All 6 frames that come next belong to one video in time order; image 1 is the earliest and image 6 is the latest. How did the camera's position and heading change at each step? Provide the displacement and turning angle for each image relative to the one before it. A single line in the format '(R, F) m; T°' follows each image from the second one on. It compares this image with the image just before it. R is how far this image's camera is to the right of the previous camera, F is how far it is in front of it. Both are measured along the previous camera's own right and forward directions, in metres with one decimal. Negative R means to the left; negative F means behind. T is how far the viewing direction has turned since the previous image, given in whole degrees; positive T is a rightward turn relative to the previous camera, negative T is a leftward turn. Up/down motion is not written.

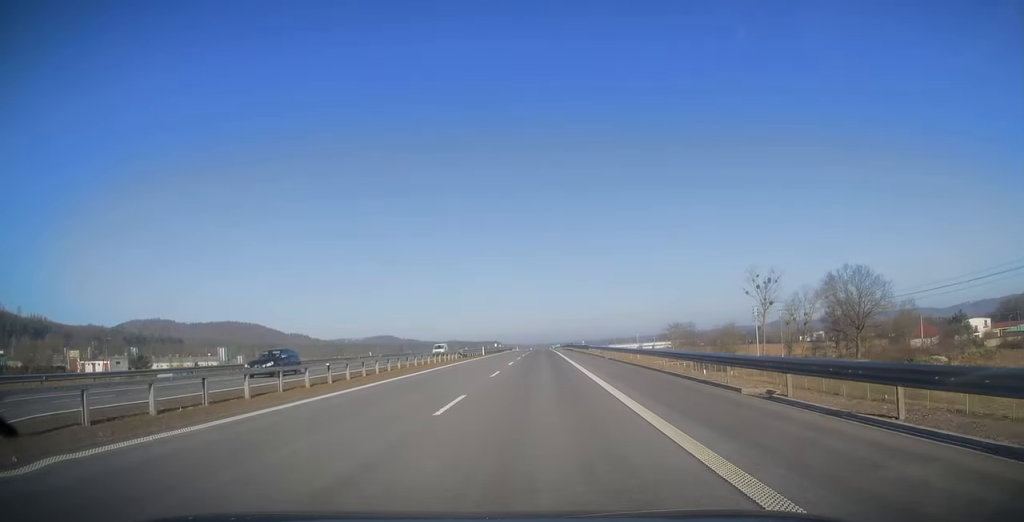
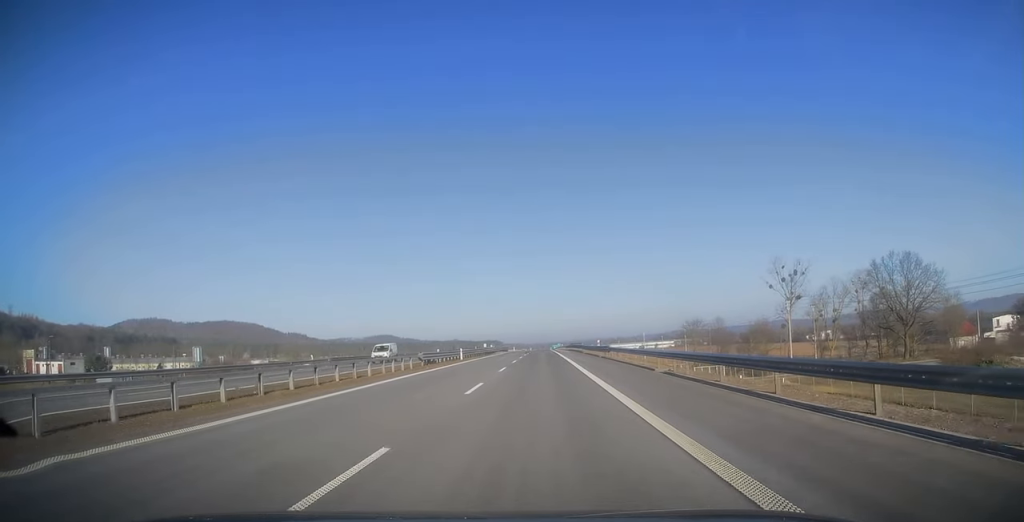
(0.0, +19.3) m; 0°
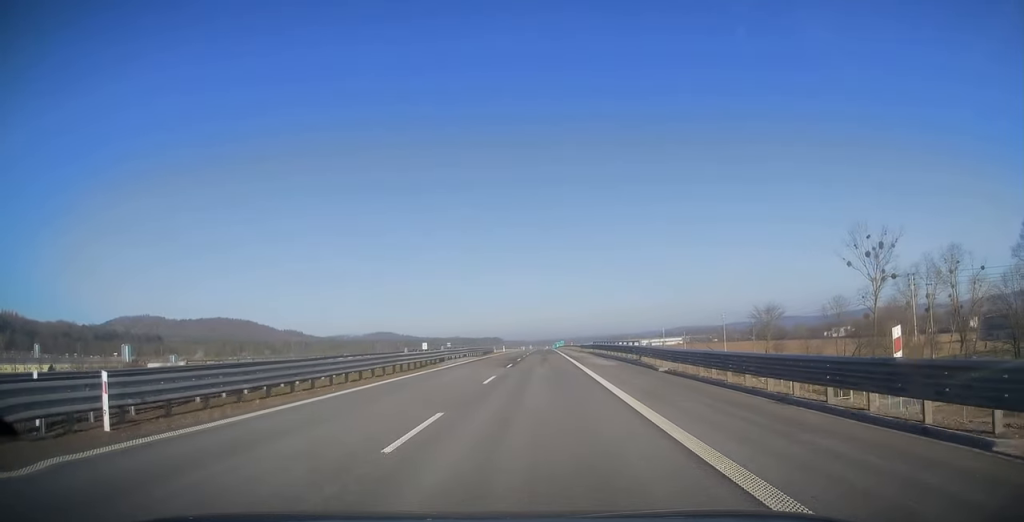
(-0.4, +43.9) m; -1°
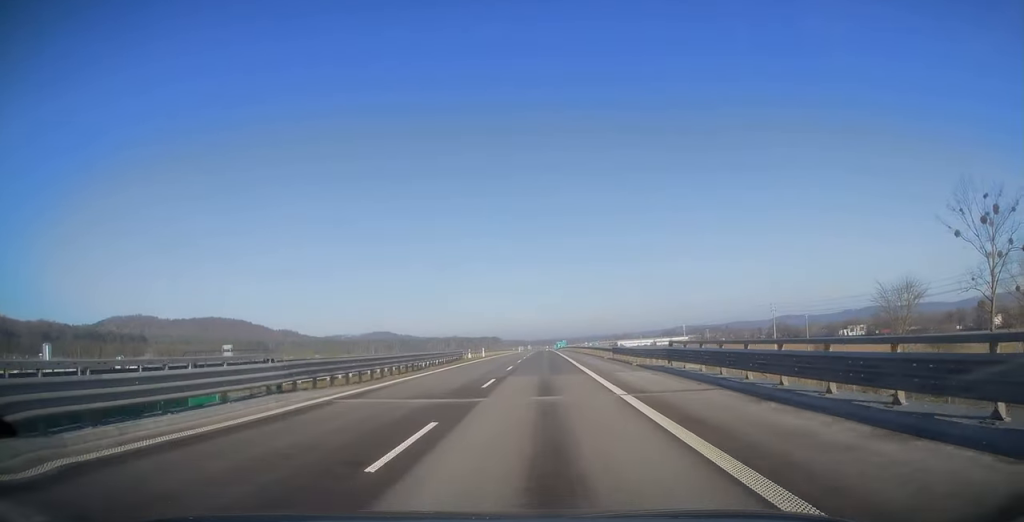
(+0.1, +36.8) m; +1°
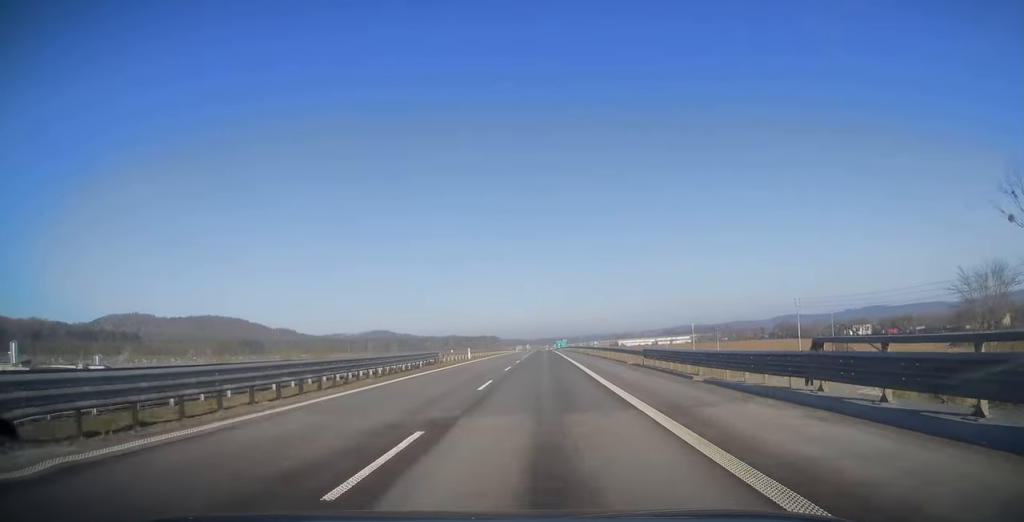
(0.0, +13.1) m; 0°
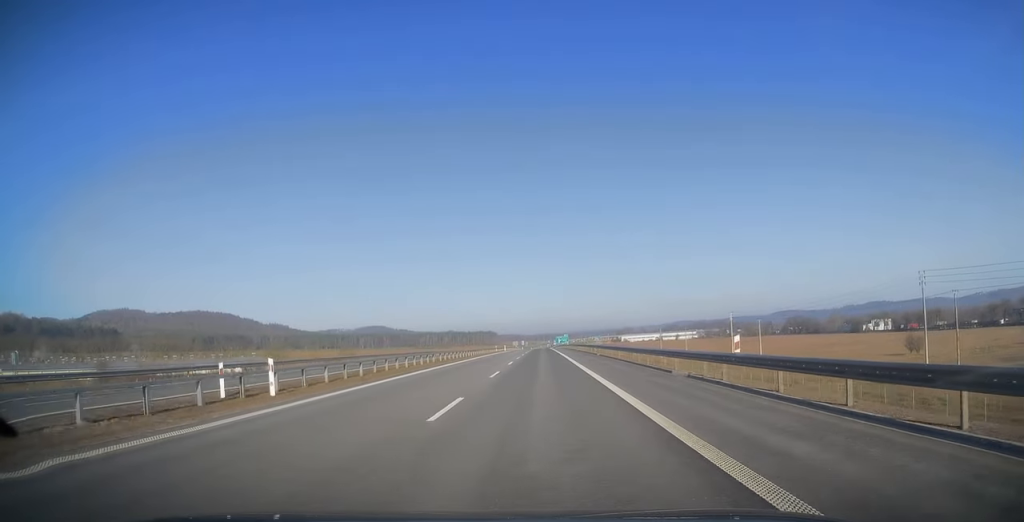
(0.0, +42.6) m; 0°
